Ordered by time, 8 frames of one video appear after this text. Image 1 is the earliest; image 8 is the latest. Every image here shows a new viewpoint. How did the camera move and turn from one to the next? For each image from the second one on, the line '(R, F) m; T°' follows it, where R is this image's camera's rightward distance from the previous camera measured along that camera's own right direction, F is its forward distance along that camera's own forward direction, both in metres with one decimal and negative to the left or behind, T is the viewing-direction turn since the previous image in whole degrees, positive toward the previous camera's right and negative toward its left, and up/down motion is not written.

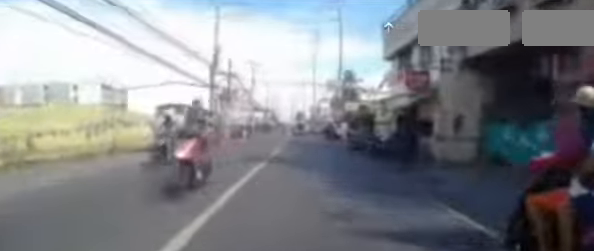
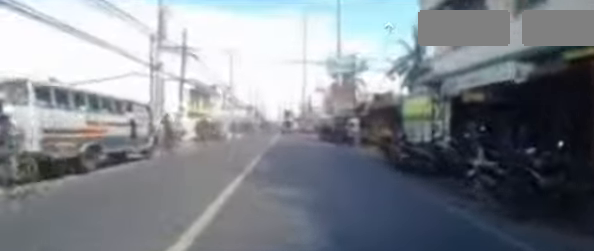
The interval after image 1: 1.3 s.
(+0.2, +9.9) m; +1°
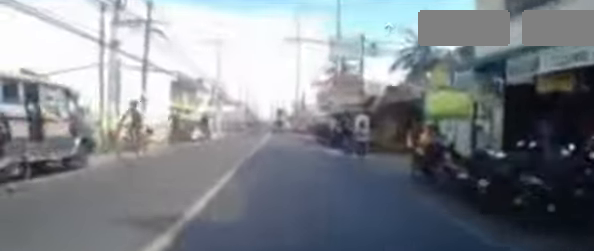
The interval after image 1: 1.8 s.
(0.0, +4.3) m; -2°
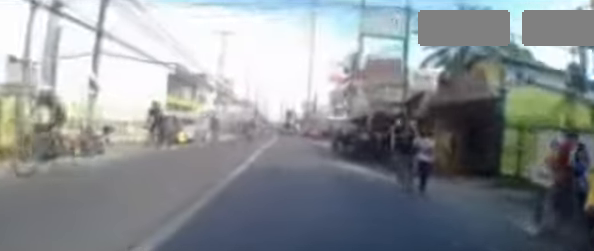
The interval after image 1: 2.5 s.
(0.0, +5.0) m; -2°
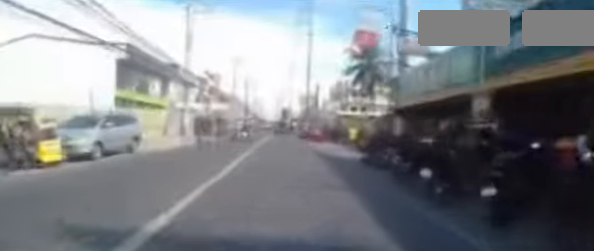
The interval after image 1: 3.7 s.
(-0.2, +10.5) m; +1°
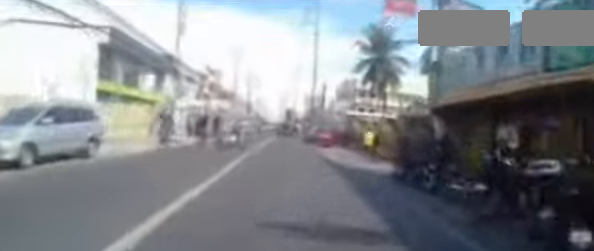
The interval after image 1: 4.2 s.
(+0.1, +3.4) m; +1°
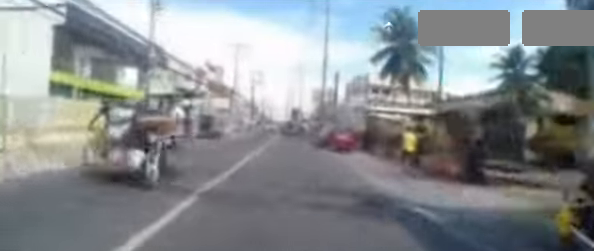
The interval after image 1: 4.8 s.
(+0.1, +5.4) m; +1°
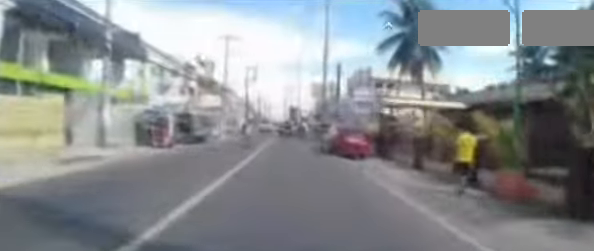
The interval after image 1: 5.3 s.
(0.0, +4.1) m; 0°
